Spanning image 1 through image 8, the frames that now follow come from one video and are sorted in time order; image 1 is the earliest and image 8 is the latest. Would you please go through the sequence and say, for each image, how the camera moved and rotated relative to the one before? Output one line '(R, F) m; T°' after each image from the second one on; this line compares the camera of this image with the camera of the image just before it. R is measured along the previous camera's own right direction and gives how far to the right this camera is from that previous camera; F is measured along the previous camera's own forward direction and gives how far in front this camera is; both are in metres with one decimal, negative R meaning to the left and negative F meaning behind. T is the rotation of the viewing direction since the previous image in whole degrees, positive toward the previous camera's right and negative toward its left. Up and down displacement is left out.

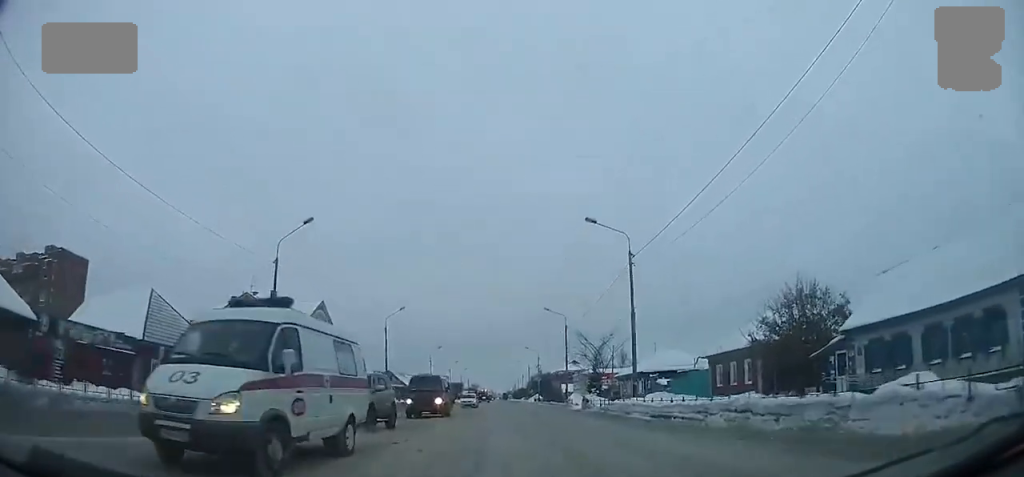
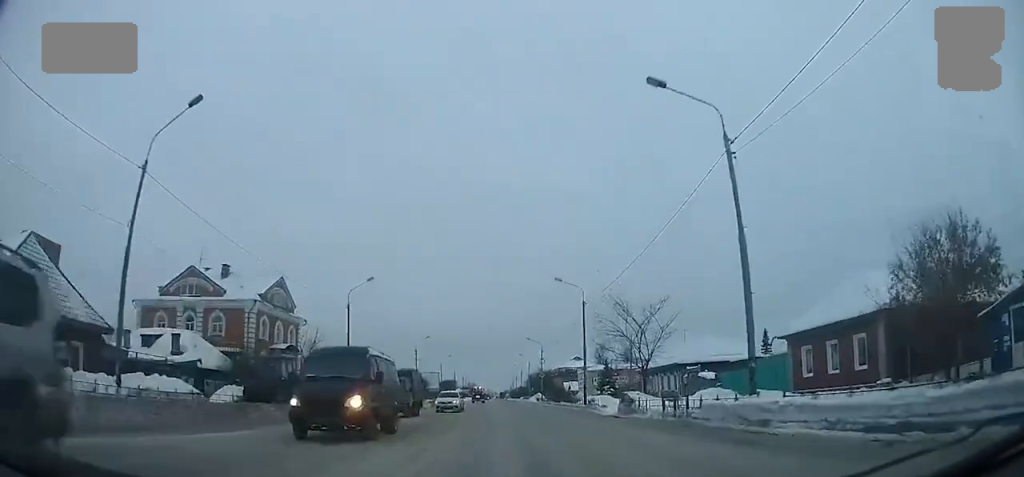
(-0.1, +12.5) m; 0°
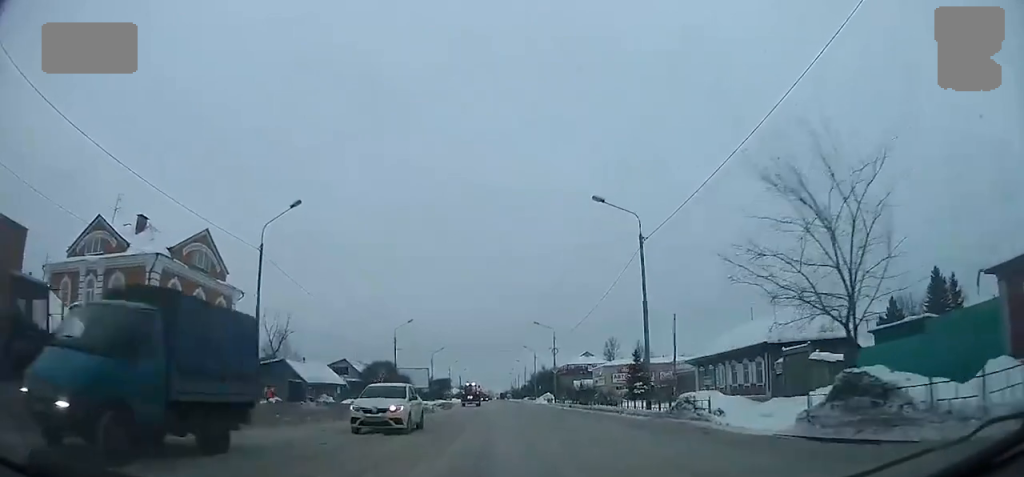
(0.0, +16.3) m; 0°
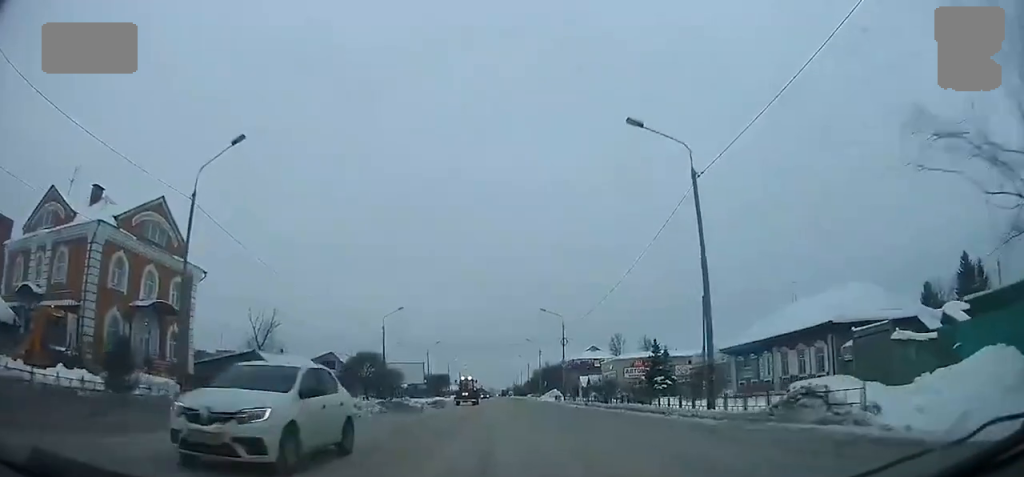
(0.0, +7.3) m; 0°
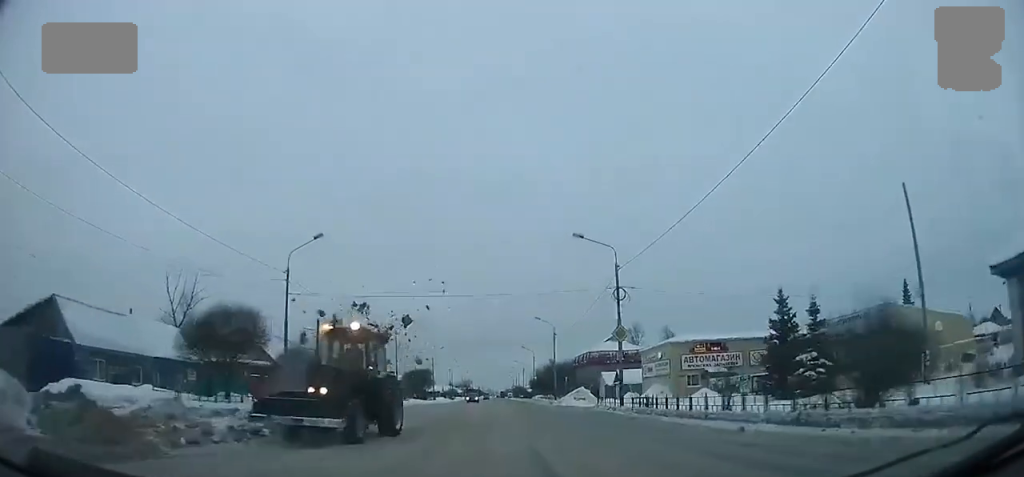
(+0.1, +26.2) m; 0°
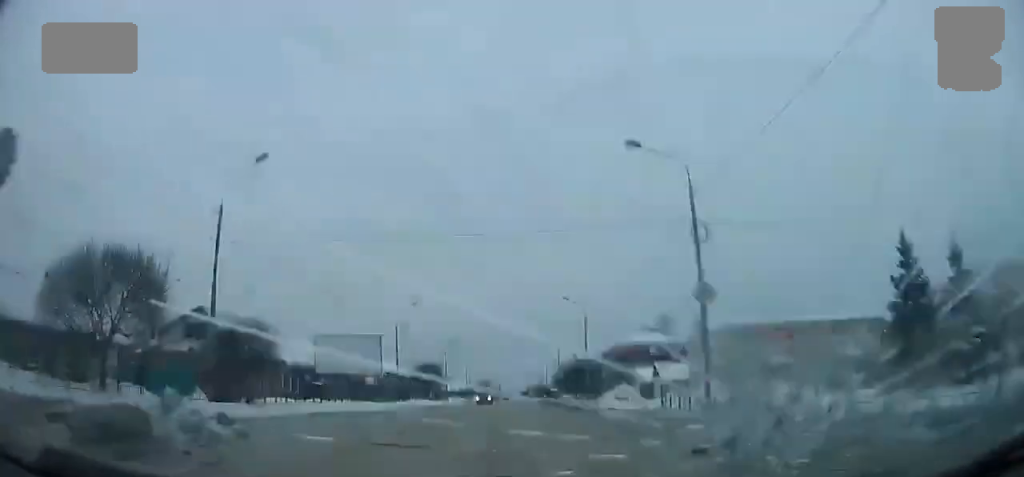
(0.0, +9.8) m; 0°
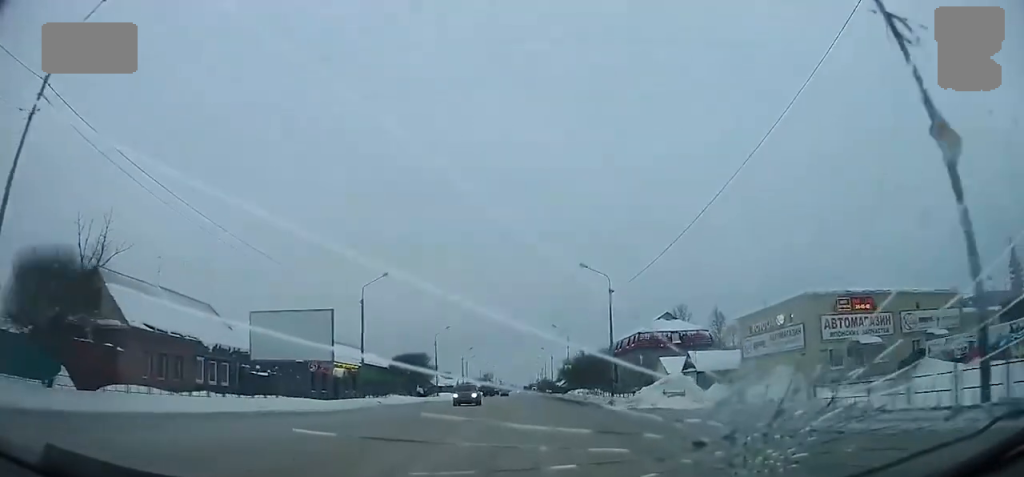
(0.0, +12.5) m; 0°
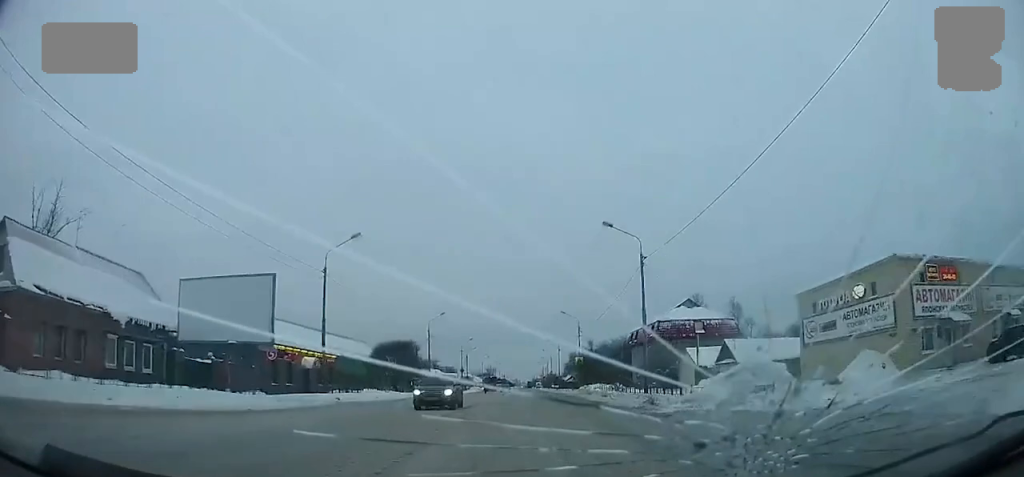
(0.0, +8.7) m; 0°
